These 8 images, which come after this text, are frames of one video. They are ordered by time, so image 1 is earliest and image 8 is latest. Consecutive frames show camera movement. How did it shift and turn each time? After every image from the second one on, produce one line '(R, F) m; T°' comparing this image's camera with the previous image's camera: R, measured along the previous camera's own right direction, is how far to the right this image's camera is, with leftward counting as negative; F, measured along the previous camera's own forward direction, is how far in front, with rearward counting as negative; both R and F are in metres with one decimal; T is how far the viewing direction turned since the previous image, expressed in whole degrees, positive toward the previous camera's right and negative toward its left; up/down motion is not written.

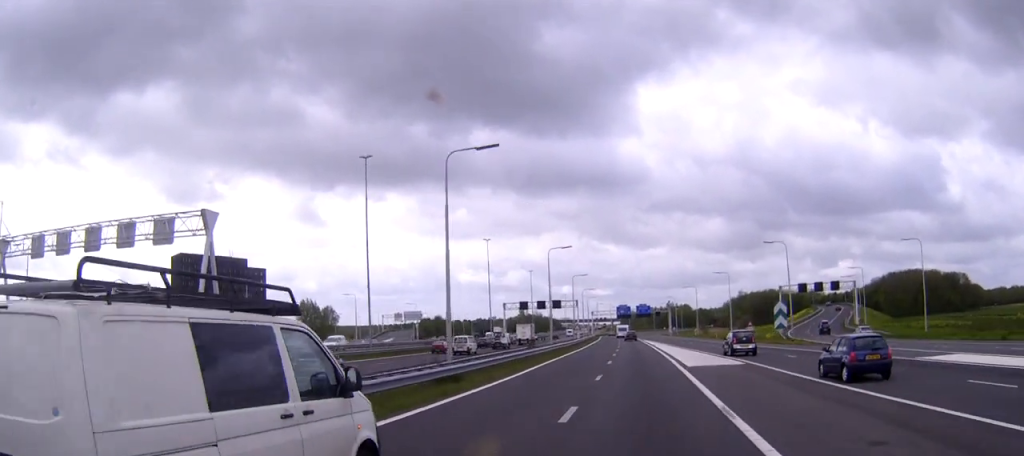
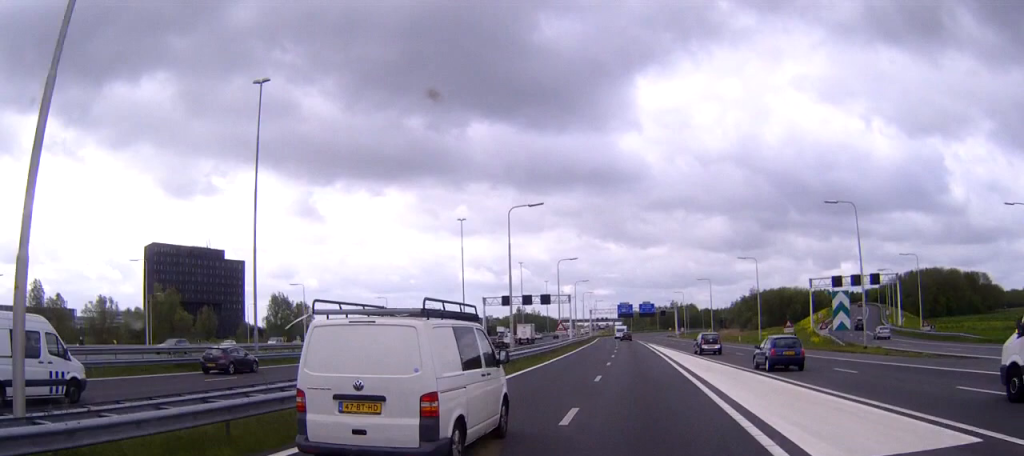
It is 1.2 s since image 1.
(-0.1, +24.0) m; 0°
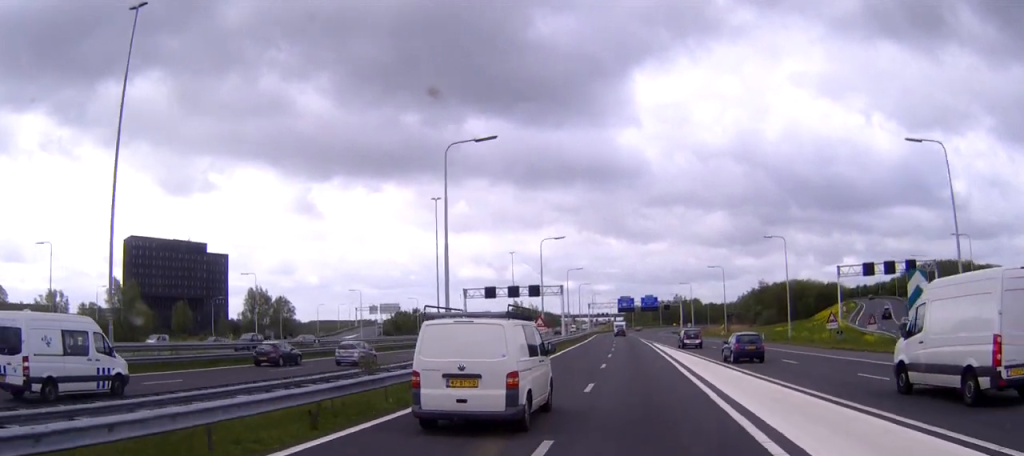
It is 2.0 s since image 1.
(0.0, +16.8) m; 0°
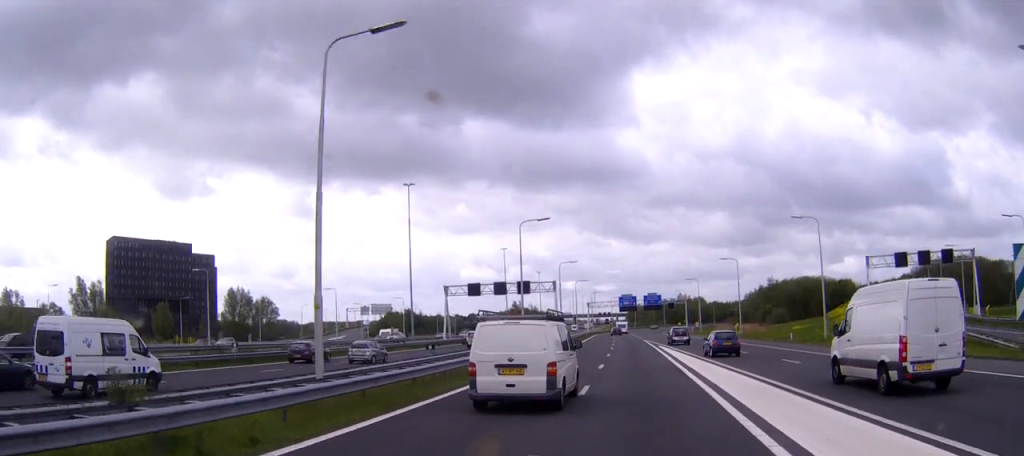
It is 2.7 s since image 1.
(0.0, +13.3) m; 0°
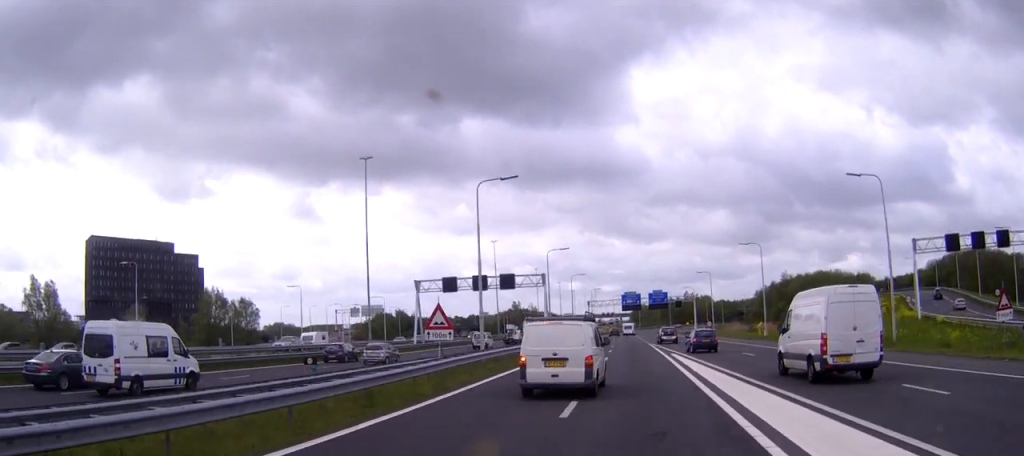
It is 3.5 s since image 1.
(0.0, +16.0) m; 0°
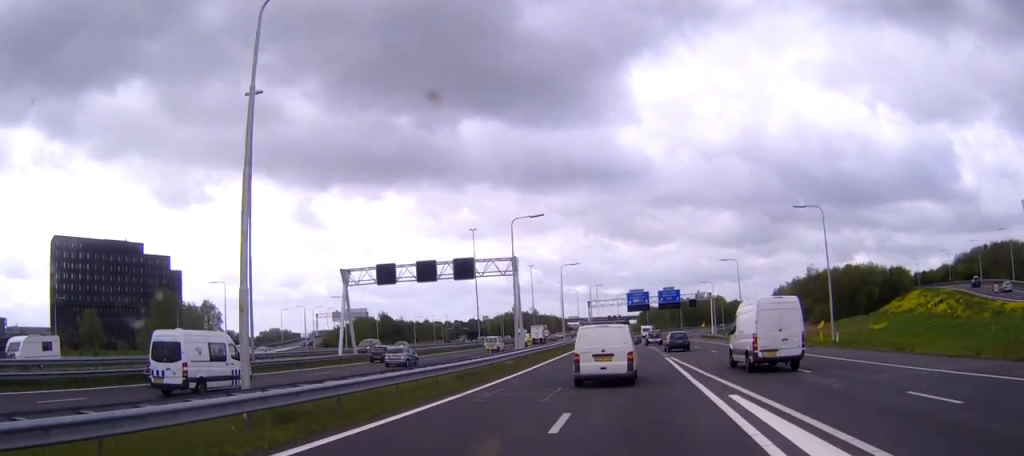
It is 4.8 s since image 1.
(-0.1, +25.4) m; -1°
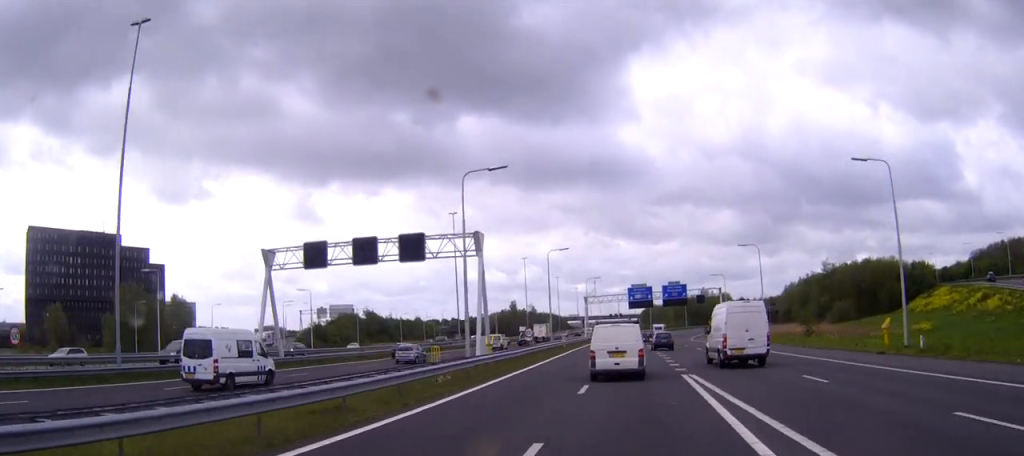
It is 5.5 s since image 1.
(-0.1, +15.4) m; 0°
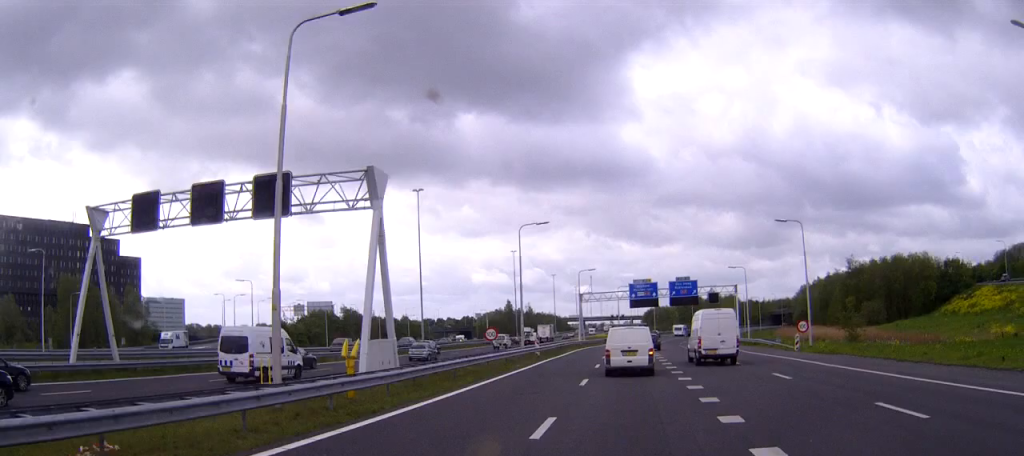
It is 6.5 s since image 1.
(0.0, +20.2) m; 0°
